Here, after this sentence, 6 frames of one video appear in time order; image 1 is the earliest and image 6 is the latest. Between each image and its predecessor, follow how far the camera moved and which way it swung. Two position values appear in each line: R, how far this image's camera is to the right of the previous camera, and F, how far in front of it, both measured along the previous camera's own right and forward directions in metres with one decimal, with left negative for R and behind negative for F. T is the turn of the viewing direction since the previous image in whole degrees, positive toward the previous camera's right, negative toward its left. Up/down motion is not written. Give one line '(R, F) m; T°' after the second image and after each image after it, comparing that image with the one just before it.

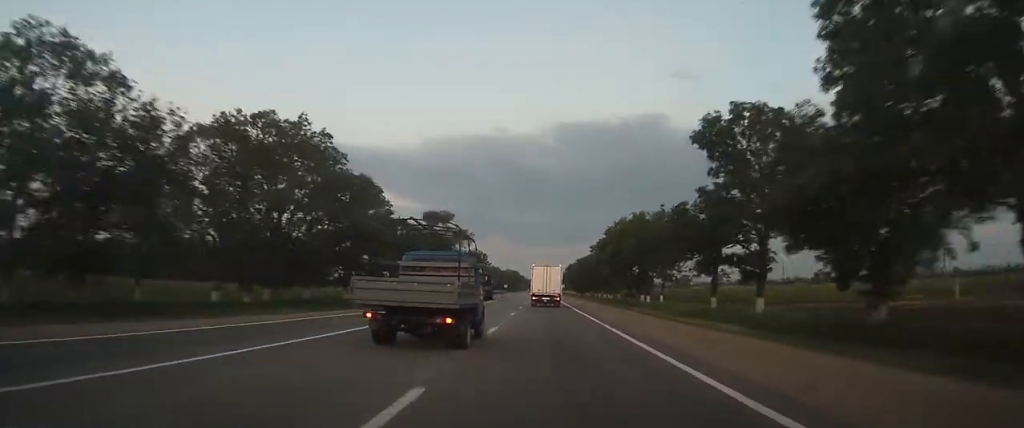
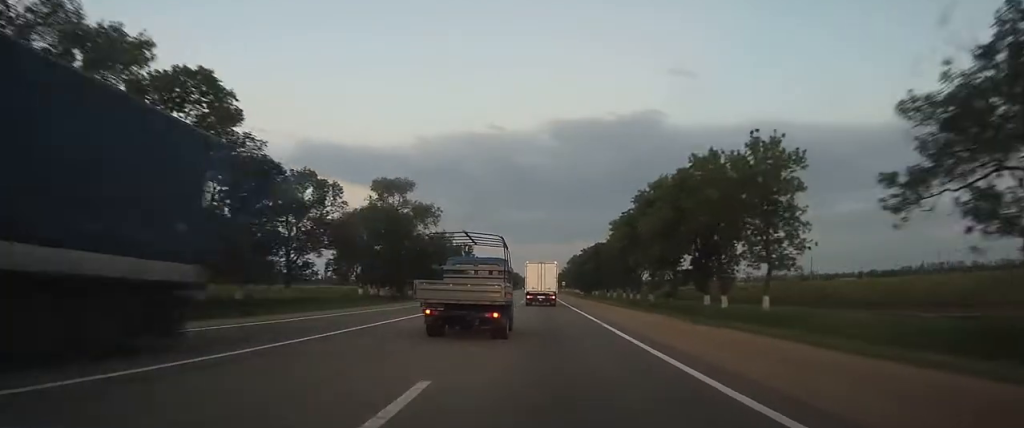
(+0.1, +35.3) m; 0°
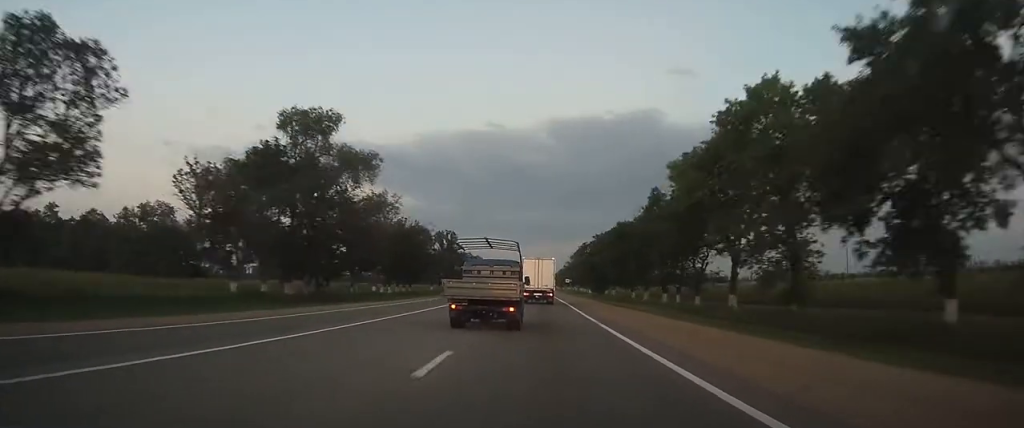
(0.0, +32.7) m; 0°
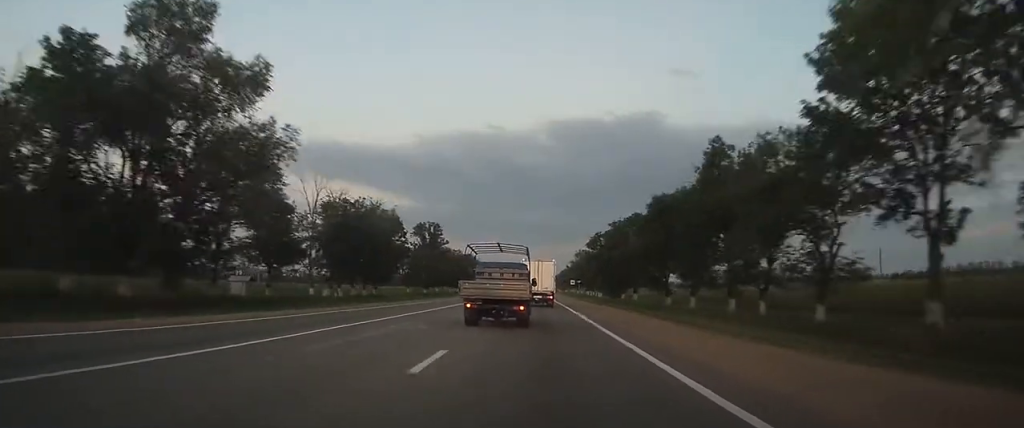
(-0.1, +23.7) m; 0°
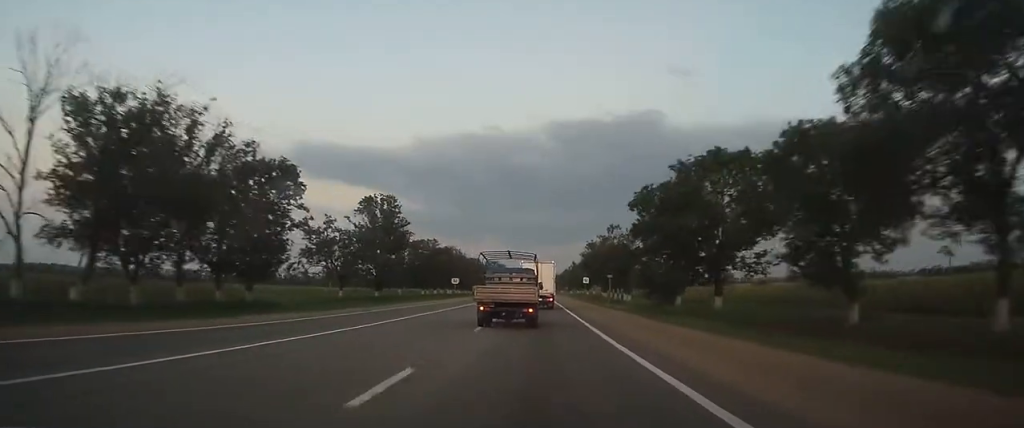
(-0.2, +38.0) m; 0°
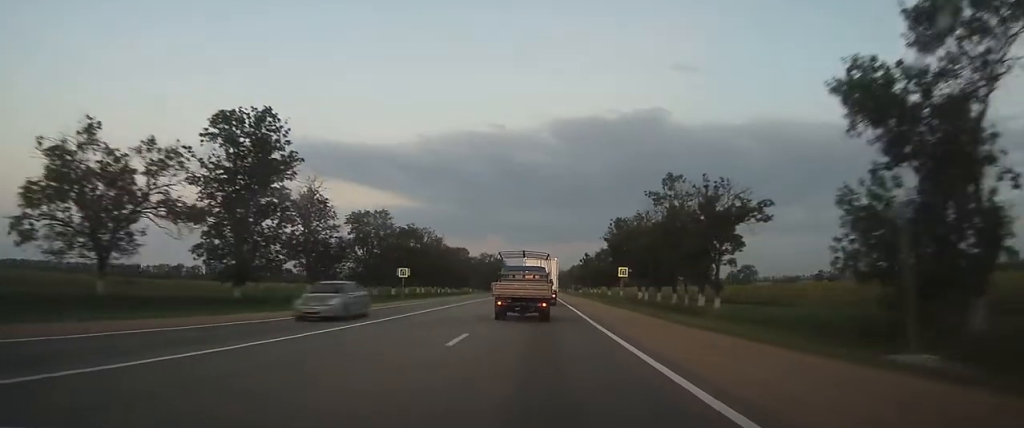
(-0.1, +41.6) m; 0°
